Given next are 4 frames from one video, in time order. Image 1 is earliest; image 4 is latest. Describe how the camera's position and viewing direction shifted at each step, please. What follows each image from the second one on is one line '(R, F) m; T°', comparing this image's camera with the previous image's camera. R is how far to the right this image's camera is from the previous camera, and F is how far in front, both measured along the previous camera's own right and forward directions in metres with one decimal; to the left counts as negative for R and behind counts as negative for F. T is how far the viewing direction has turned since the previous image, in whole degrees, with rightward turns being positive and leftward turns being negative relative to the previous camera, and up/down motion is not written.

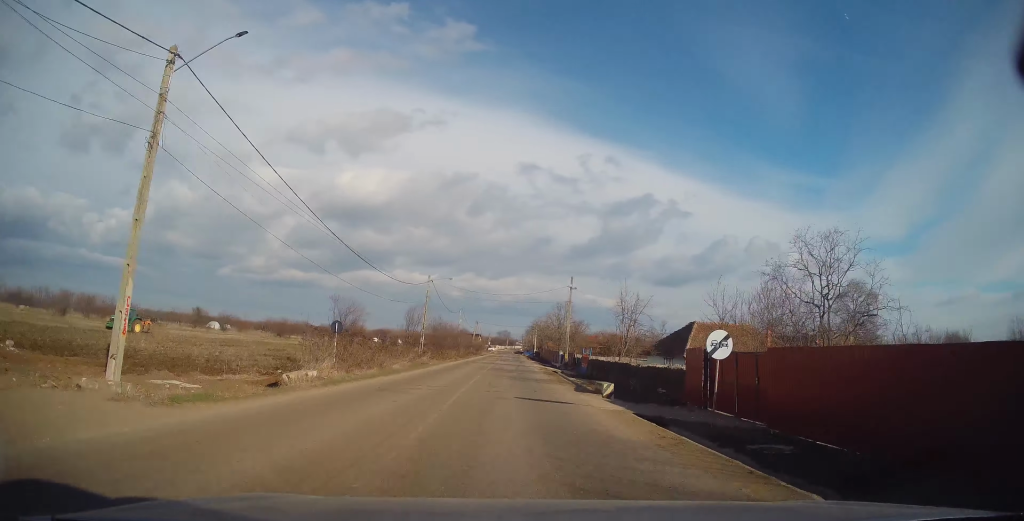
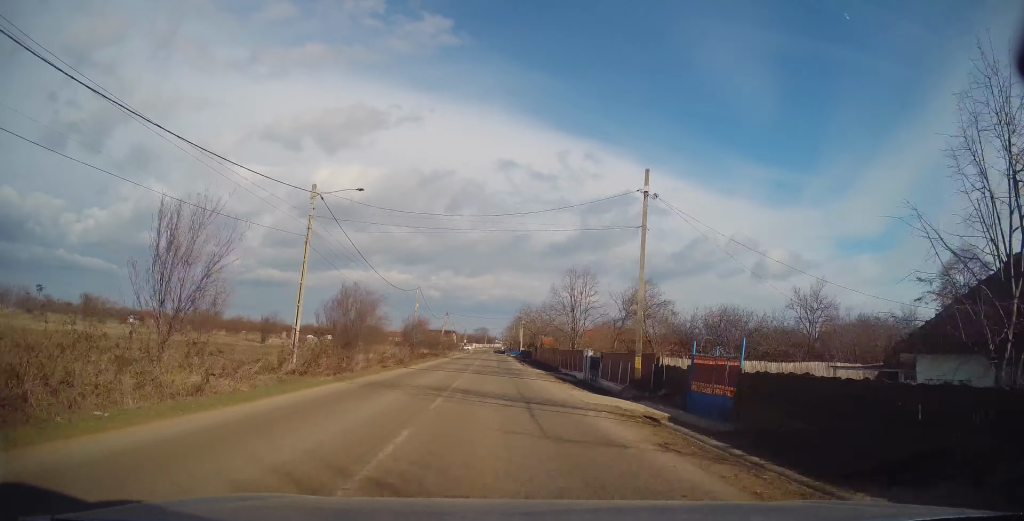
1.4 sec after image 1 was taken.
(+0.7, +29.5) m; +3°
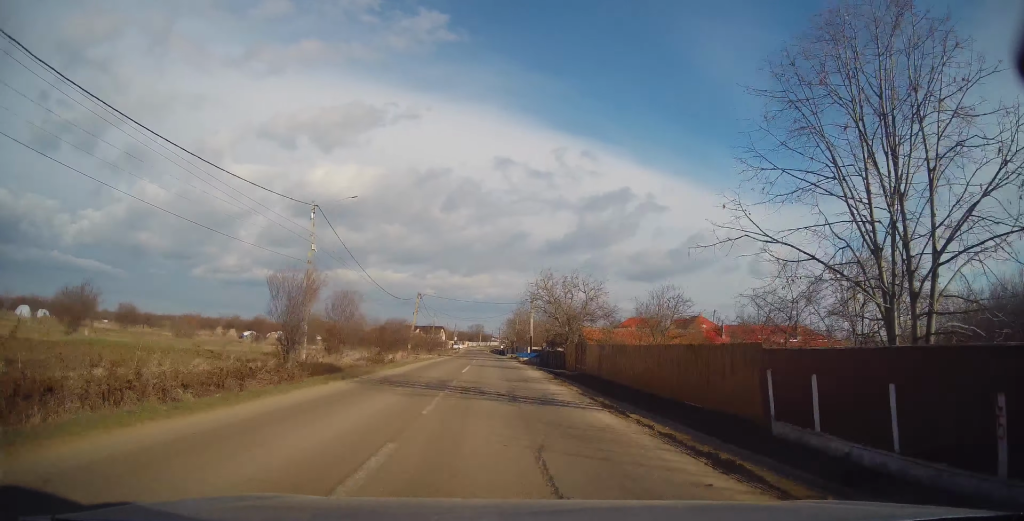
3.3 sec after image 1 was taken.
(+1.1, +36.6) m; +1°
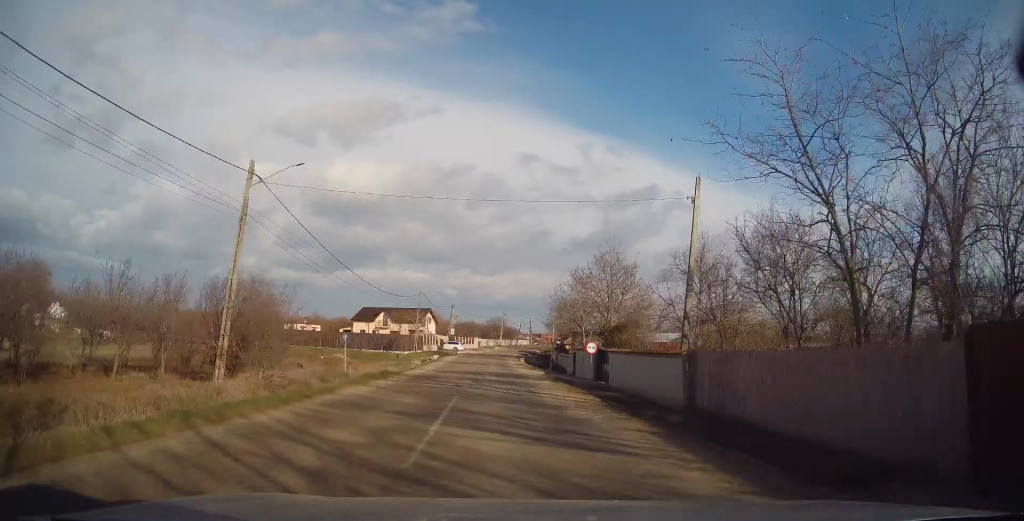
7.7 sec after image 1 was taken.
(-1.7, +87.5) m; -2°
